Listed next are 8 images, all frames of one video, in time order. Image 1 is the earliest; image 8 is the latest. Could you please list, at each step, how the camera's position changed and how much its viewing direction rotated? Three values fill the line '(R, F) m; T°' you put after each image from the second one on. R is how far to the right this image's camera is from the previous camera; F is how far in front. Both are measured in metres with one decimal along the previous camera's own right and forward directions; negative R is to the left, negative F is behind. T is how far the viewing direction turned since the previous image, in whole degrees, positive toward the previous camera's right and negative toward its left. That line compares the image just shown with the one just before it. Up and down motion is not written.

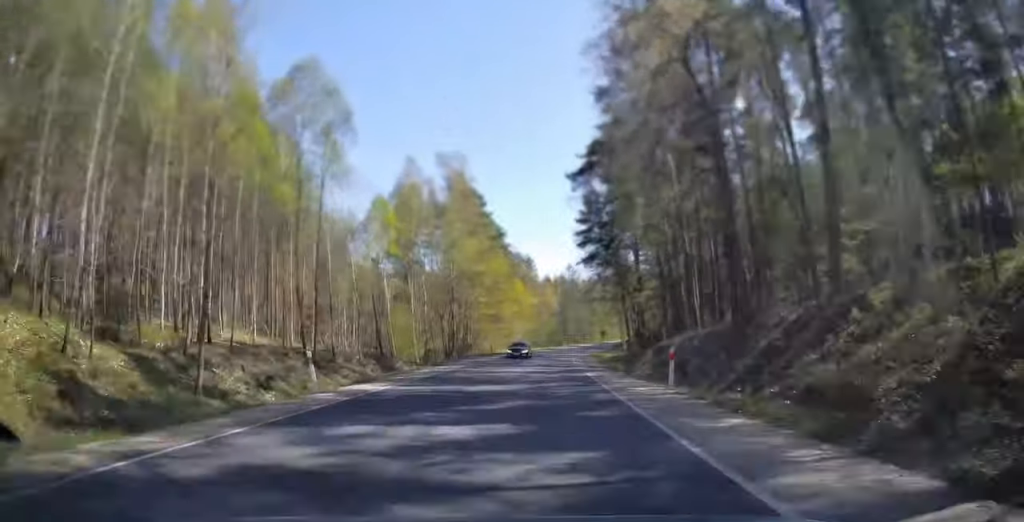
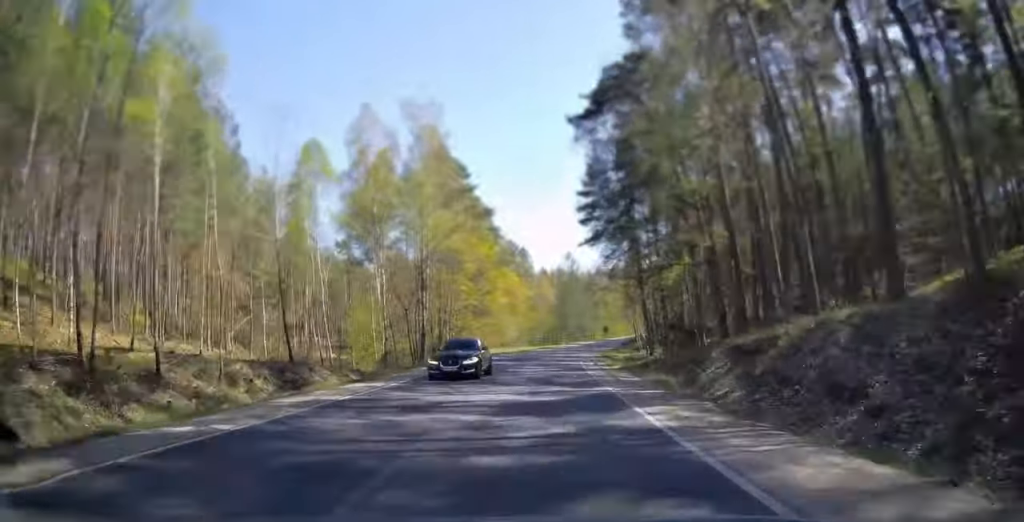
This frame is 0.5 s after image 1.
(0.0, +14.9) m; +1°
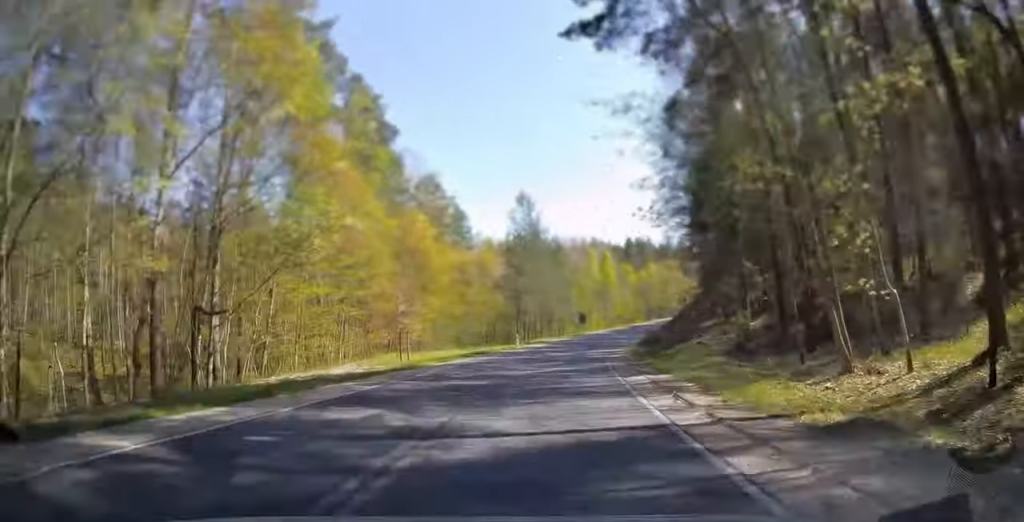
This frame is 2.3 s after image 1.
(+2.2, +49.9) m; +6°
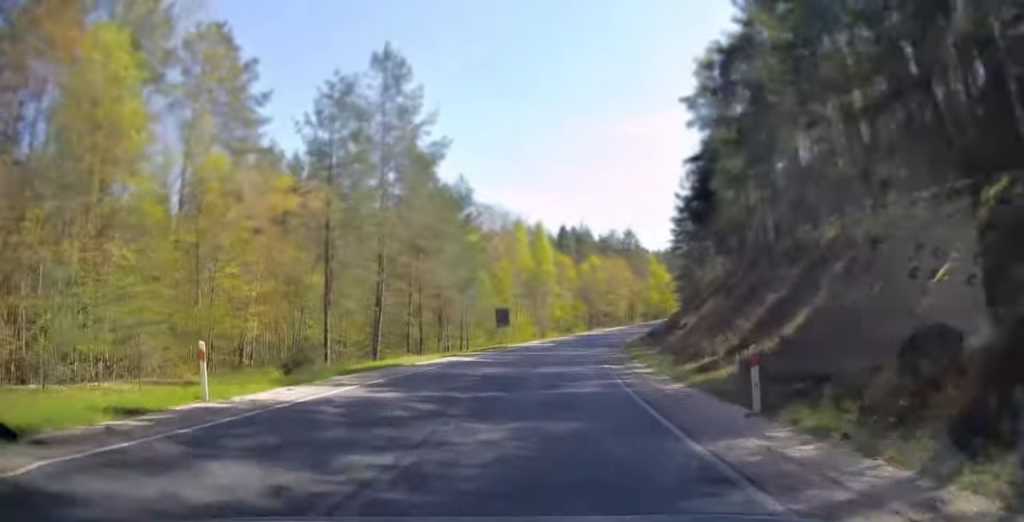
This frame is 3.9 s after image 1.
(+2.8, +41.7) m; +8°
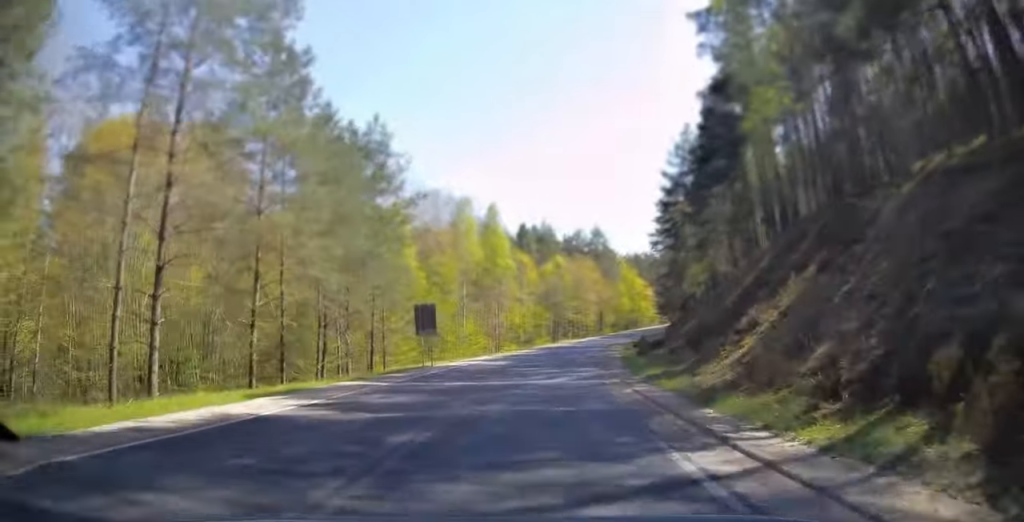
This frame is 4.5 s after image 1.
(+0.5, +18.3) m; +3°
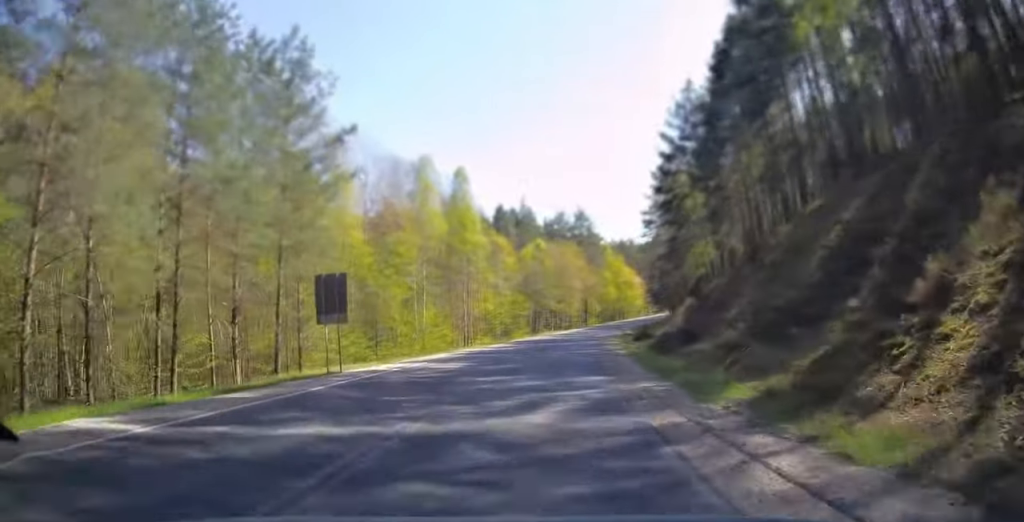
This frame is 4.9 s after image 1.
(+0.1, +11.4) m; +2°
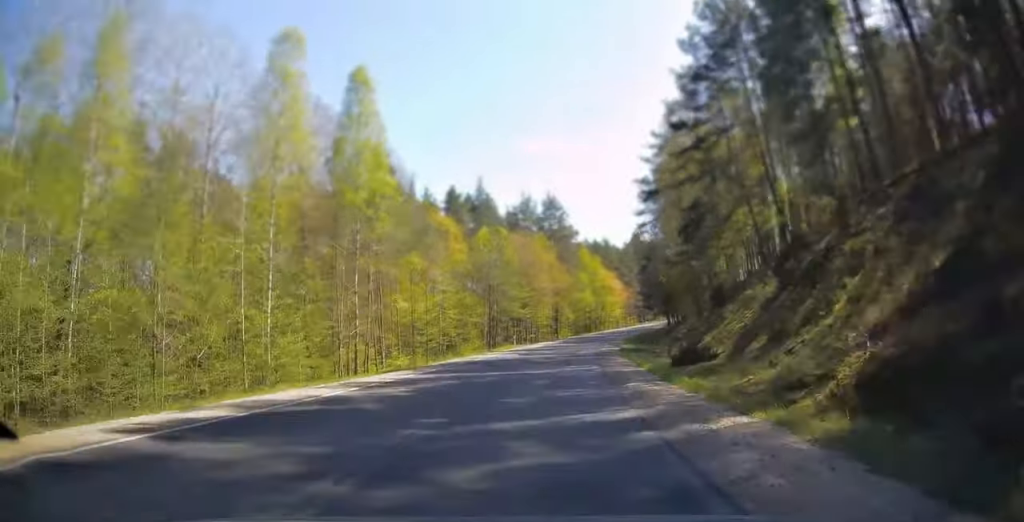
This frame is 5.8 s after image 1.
(+0.7, +23.8) m; +3°
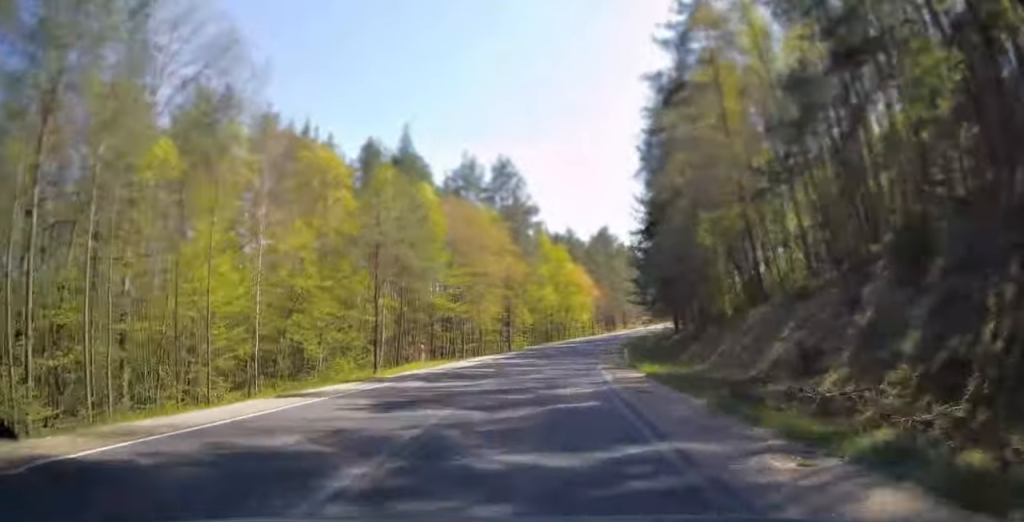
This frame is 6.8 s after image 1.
(+0.8, +27.5) m; +4°
